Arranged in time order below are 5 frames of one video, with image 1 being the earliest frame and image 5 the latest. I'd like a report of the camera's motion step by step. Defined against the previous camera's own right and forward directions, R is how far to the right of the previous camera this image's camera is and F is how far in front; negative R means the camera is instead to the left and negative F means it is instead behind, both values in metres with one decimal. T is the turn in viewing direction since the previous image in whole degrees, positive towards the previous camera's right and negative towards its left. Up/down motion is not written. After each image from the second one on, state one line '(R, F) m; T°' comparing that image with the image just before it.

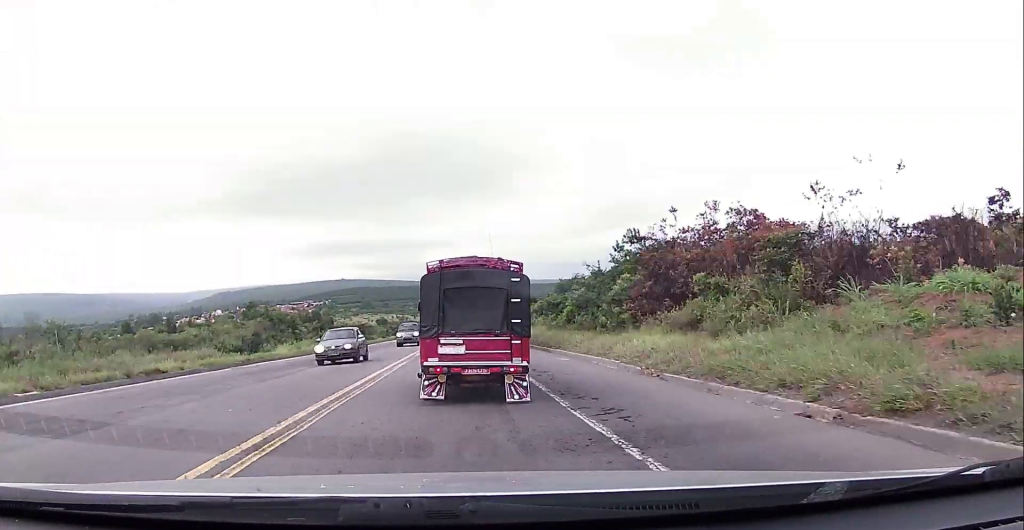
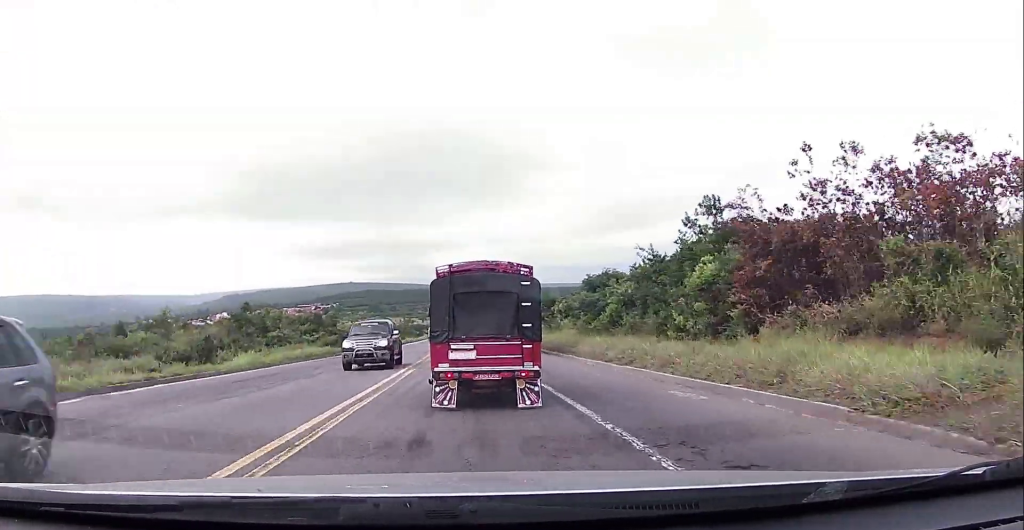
(0.0, +11.3) m; -1°
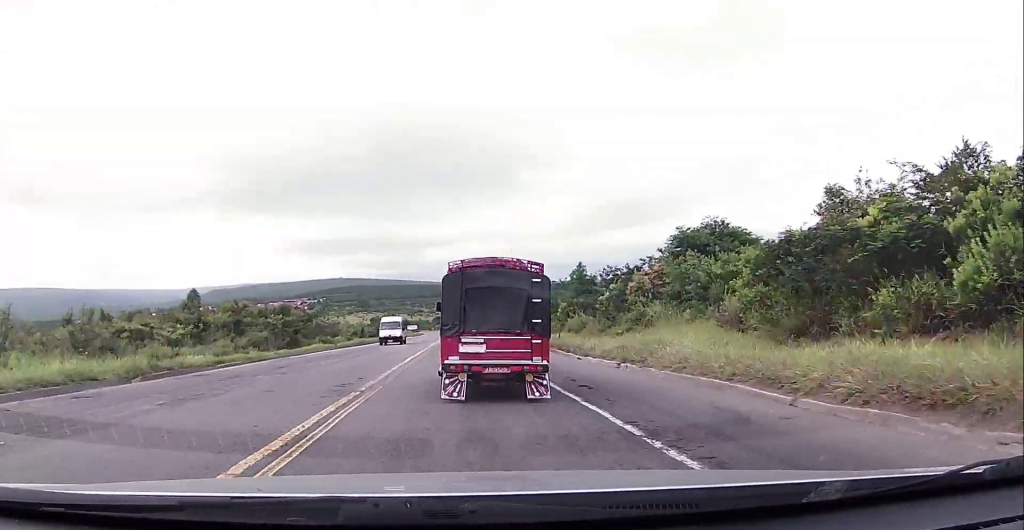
(0.0, +29.2) m; +2°
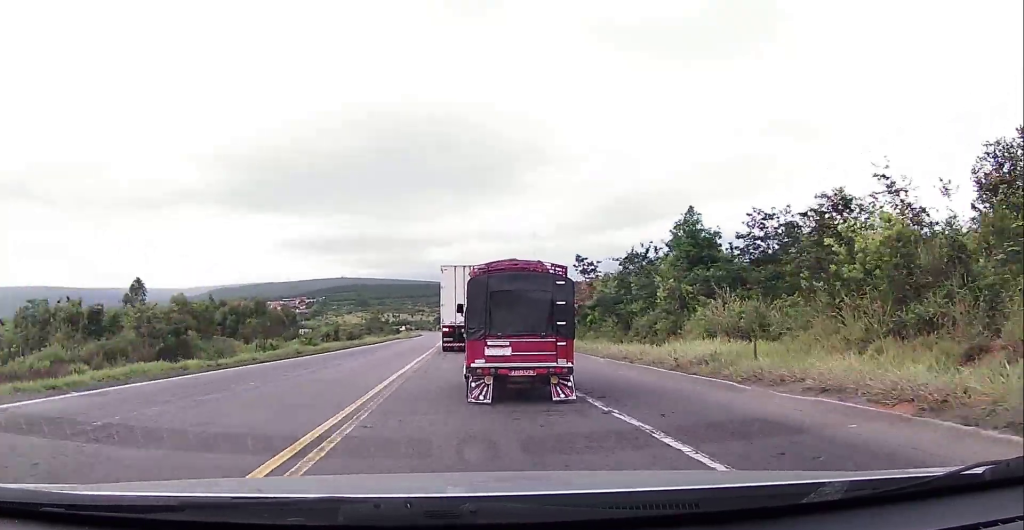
(+0.3, +26.4) m; 0°
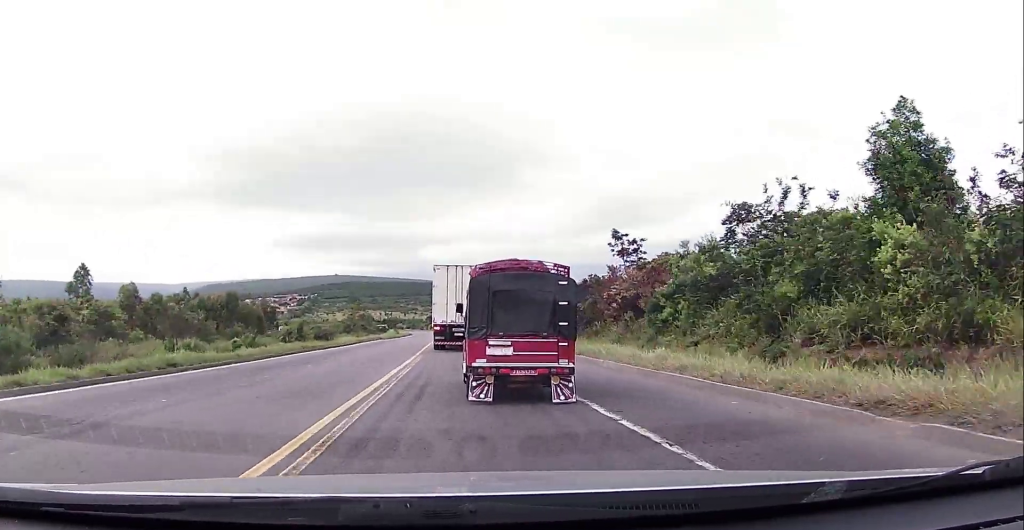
(-0.3, +16.4) m; -1°
